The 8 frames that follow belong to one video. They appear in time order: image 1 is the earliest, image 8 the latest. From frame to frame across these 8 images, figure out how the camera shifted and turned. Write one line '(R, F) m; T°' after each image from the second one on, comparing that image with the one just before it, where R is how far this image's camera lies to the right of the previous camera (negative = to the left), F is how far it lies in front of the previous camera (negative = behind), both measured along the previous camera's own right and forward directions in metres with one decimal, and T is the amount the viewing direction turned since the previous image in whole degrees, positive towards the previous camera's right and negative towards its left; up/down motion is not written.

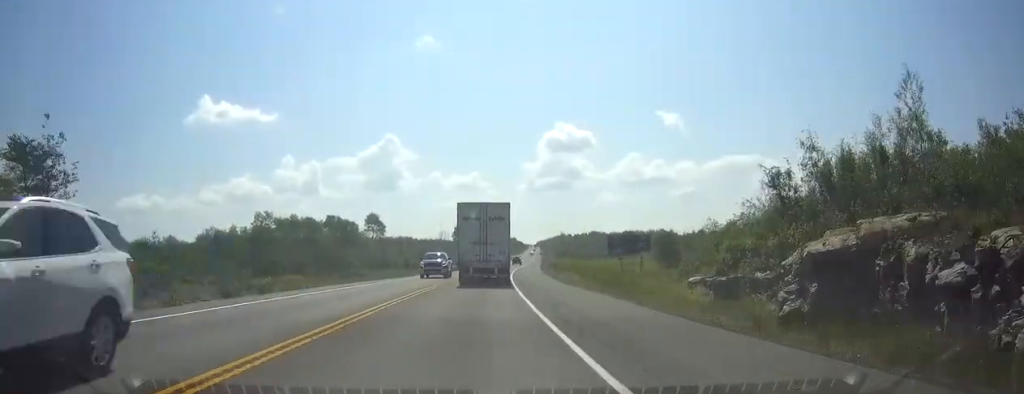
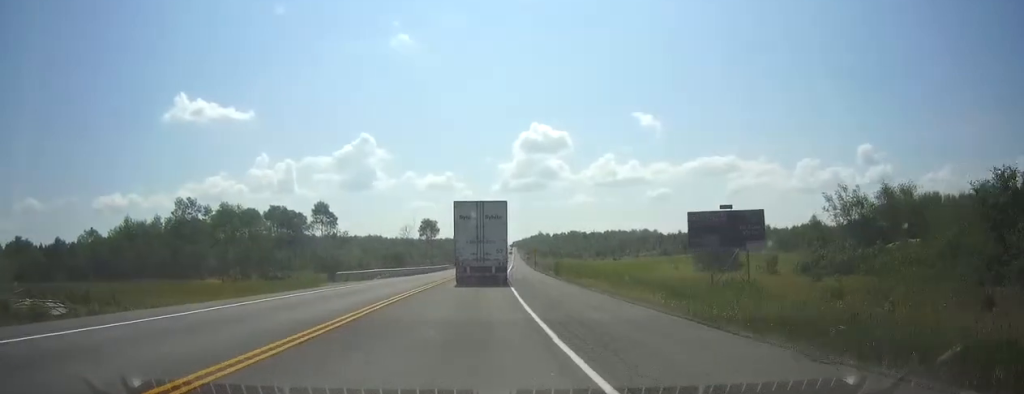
(+0.8, +38.3) m; +2°
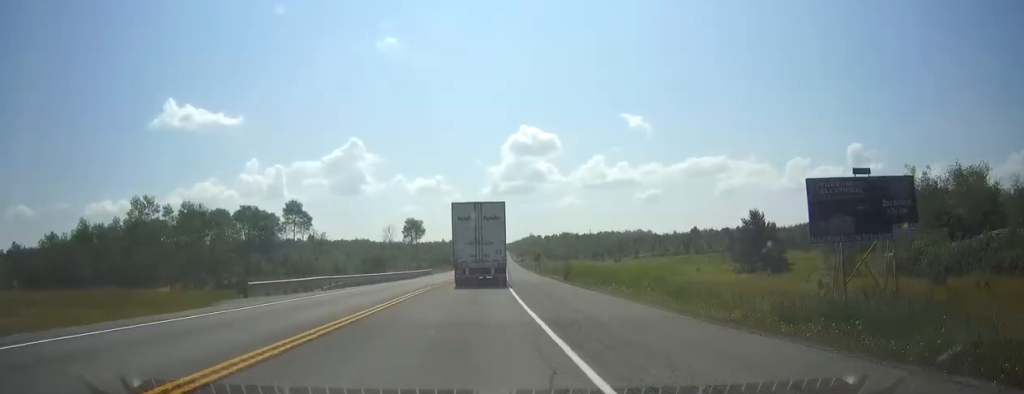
(+0.2, +17.4) m; +1°
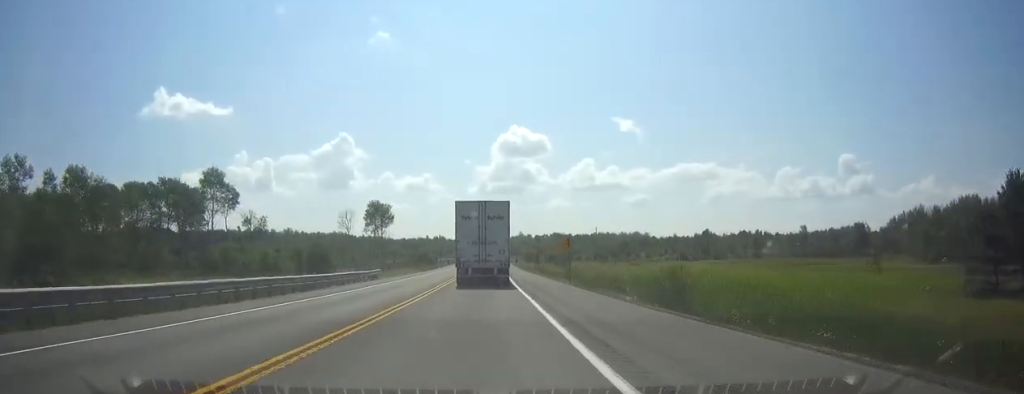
(+0.6, +43.3) m; +1°
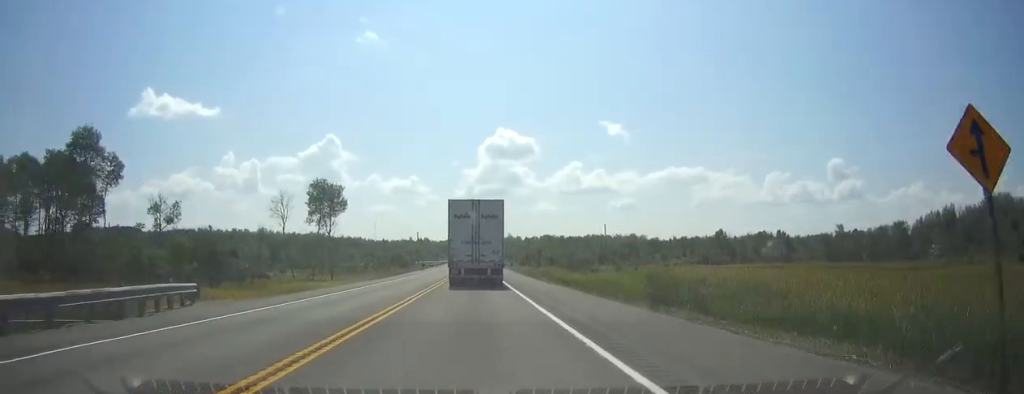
(+0.5, +38.9) m; +2°
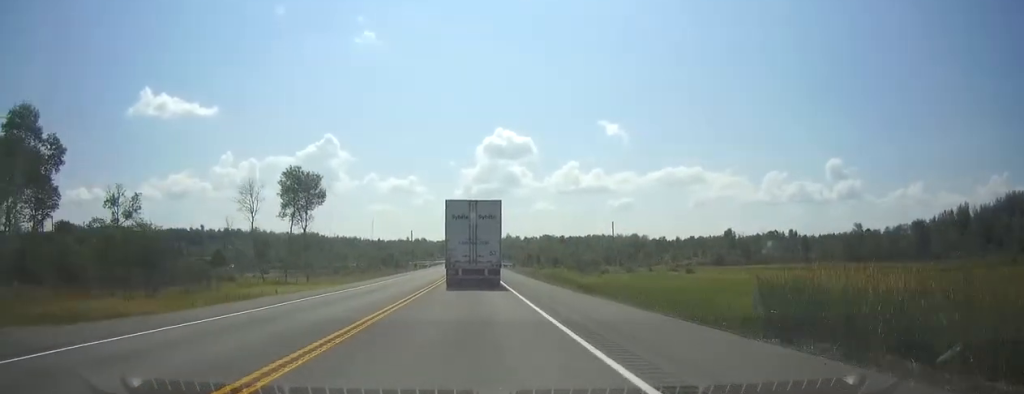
(+0.2, +13.9) m; 0°
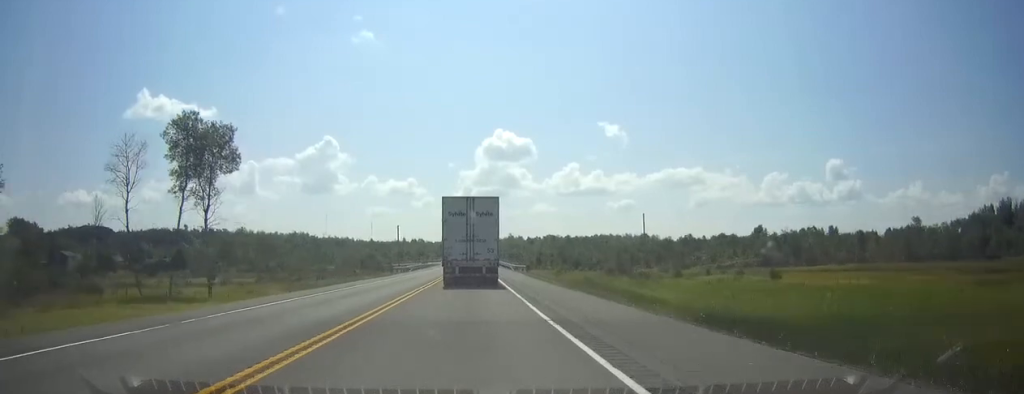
(0.0, +34.3) m; 0°
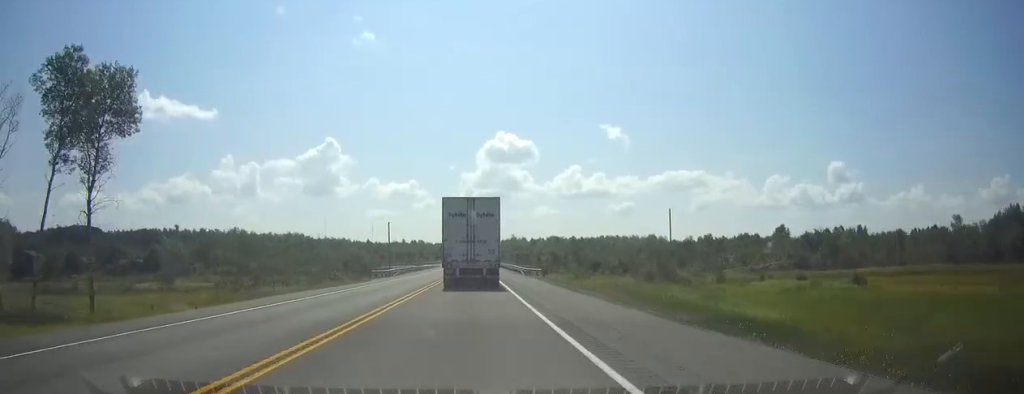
(+0.1, +19.4) m; 0°
